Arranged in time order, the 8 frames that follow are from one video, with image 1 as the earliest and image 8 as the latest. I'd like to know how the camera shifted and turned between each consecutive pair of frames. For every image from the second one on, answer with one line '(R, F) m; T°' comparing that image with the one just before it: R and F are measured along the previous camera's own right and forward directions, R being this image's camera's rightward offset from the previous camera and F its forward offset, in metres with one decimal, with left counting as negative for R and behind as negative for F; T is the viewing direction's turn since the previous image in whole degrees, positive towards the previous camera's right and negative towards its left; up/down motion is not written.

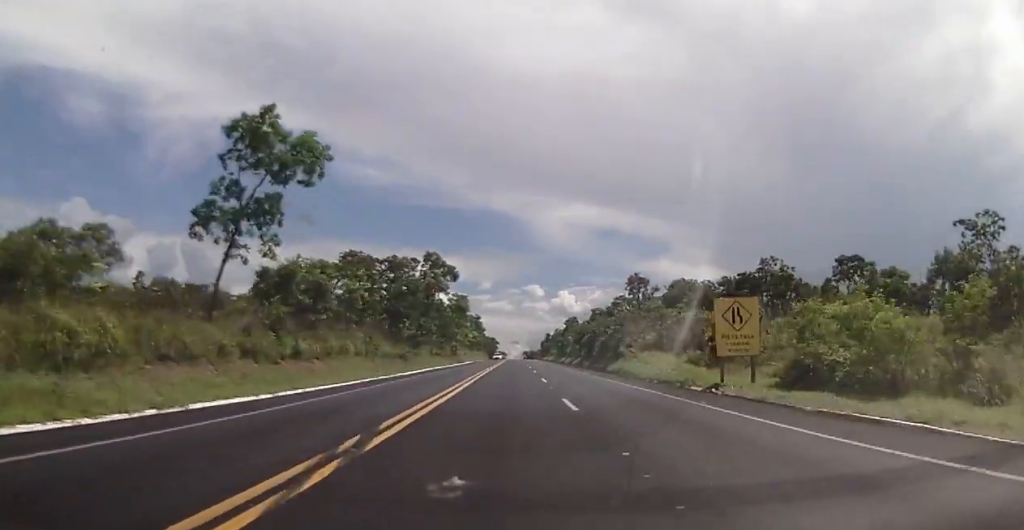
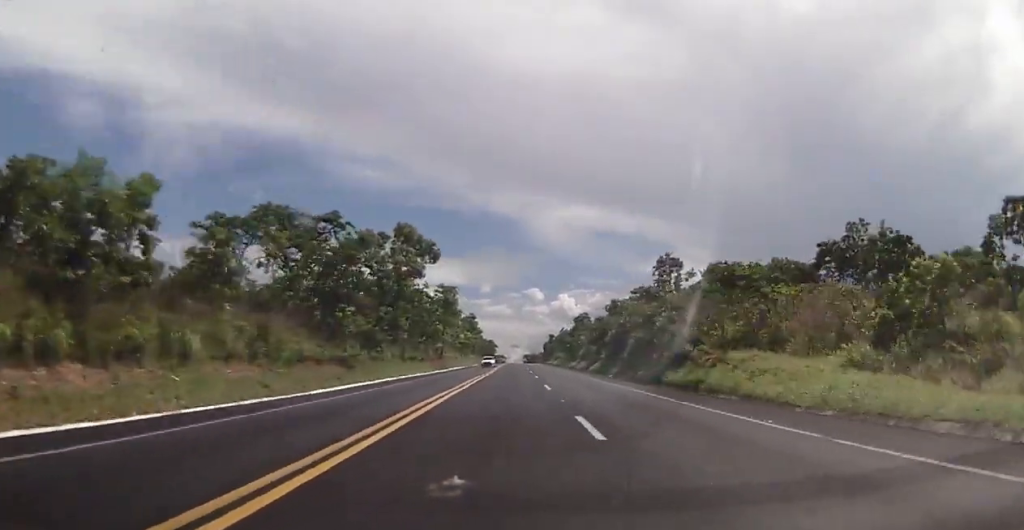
(0.0, +22.1) m; 0°
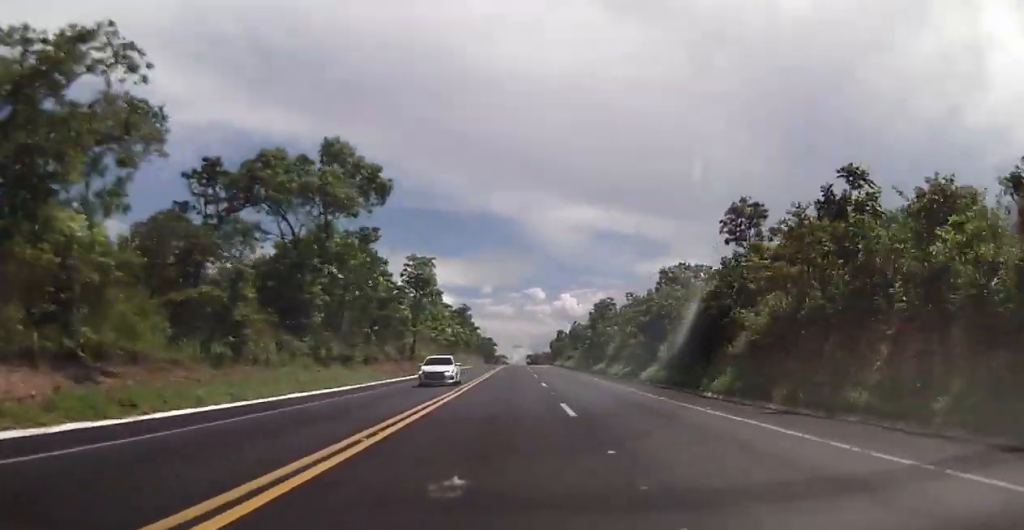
(0.0, +28.3) m; 0°
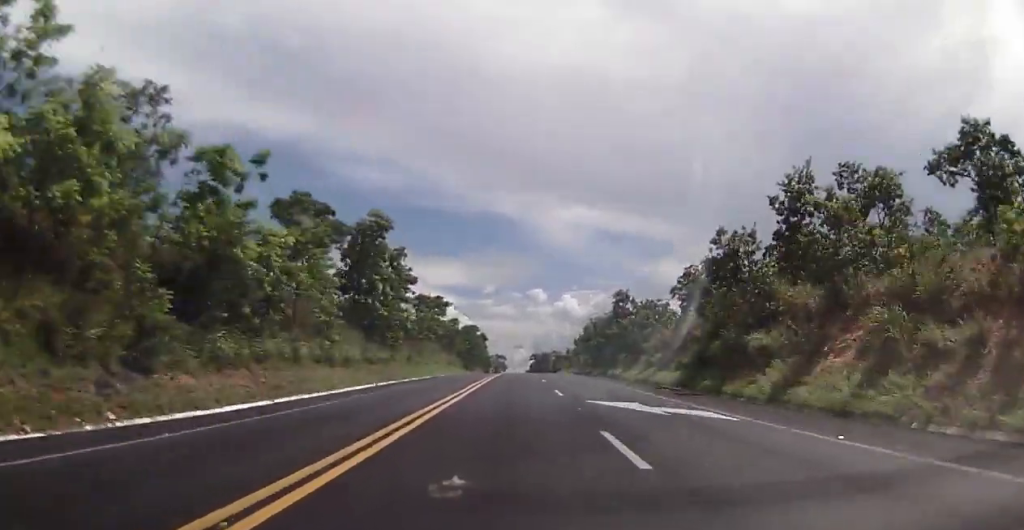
(+0.6, +89.4) m; 0°
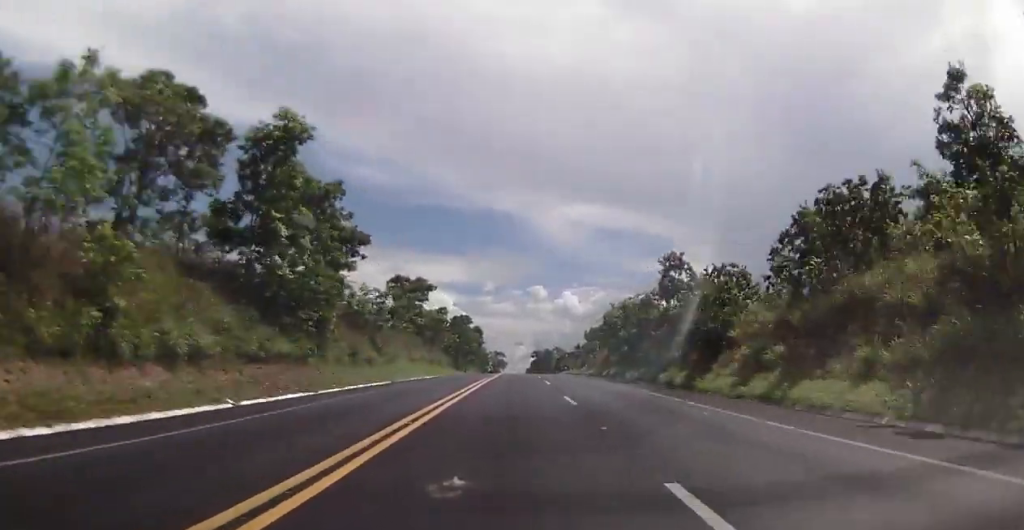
(-0.1, +21.7) m; 0°
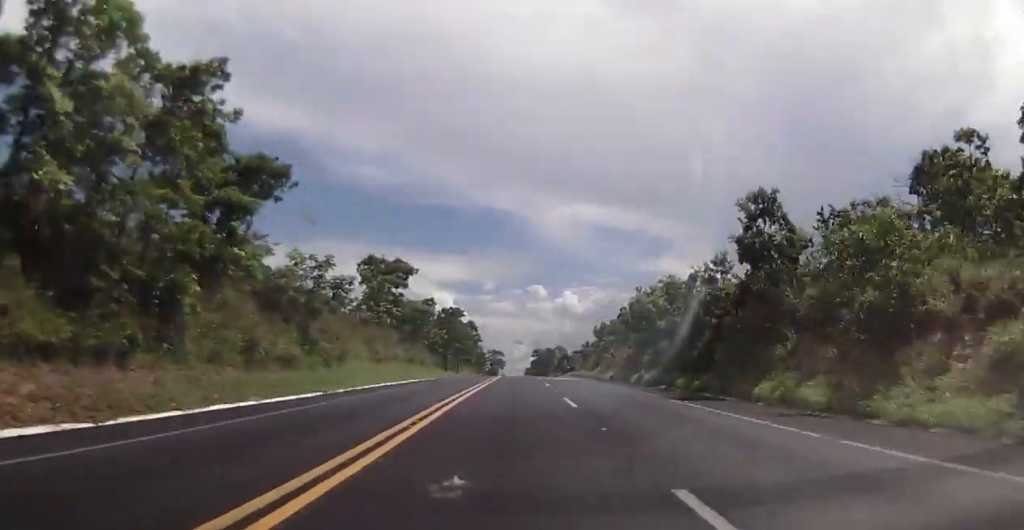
(+0.1, +16.5) m; 0°
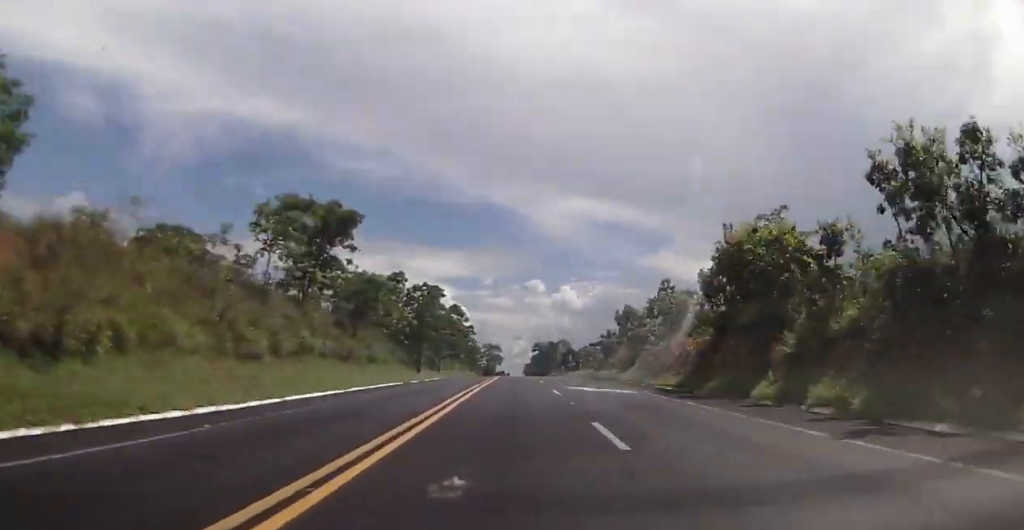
(-0.1, +25.8) m; -1°
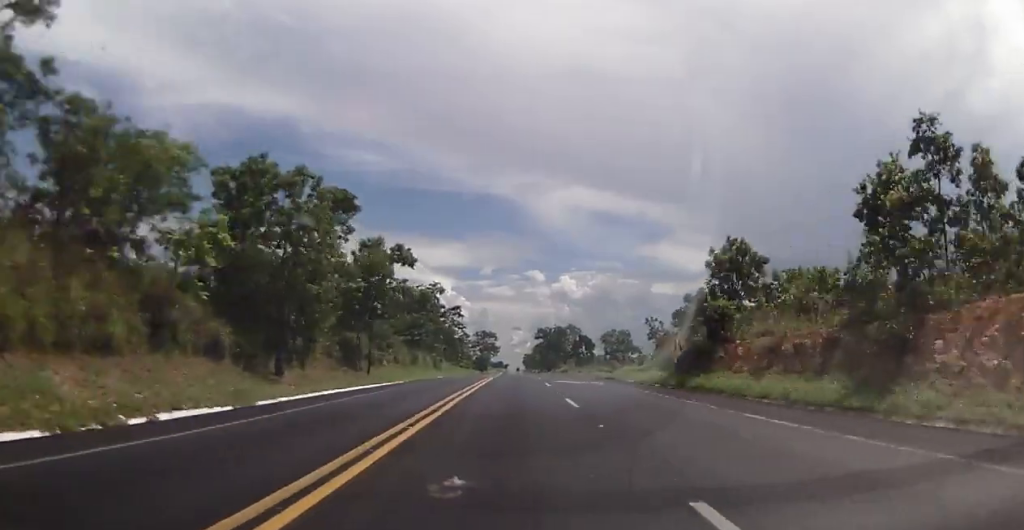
(-0.3, +41.0) m; 0°
